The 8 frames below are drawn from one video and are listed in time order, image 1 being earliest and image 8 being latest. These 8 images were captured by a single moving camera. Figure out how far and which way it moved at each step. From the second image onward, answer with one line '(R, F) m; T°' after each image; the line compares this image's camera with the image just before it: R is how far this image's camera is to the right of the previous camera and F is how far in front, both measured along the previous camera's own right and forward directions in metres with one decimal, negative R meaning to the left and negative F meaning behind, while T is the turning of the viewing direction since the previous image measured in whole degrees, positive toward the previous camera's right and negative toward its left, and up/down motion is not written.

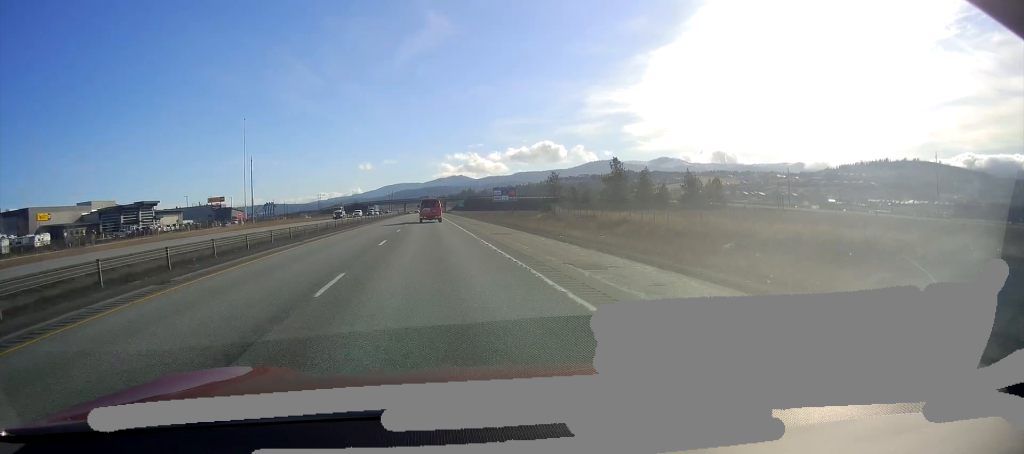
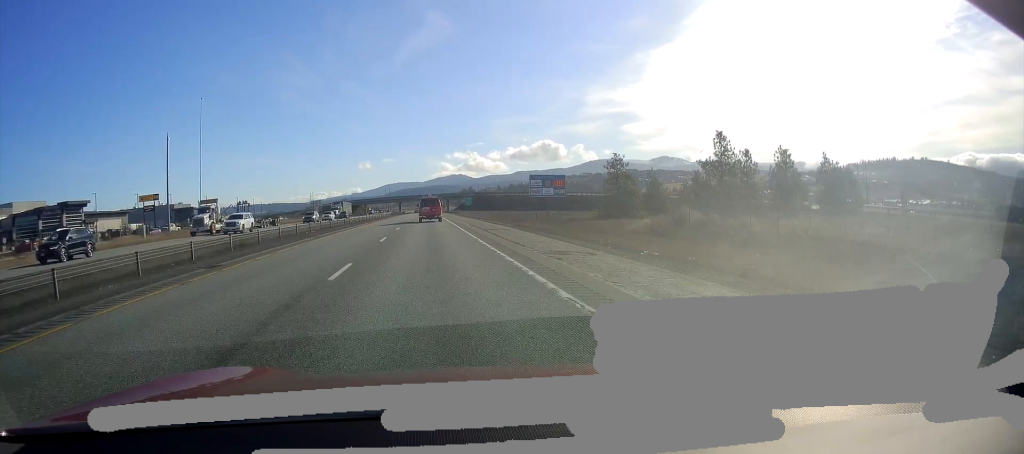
(-1.2, +46.9) m; -2°
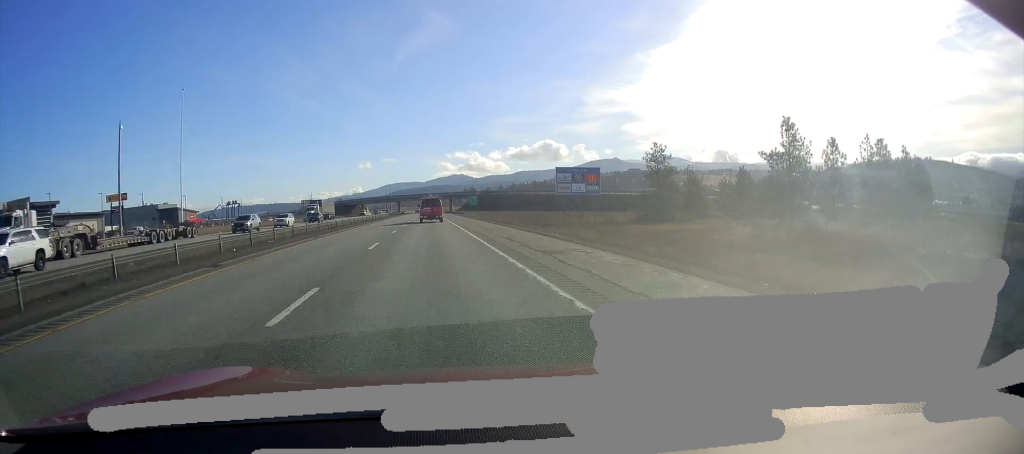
(-0.3, +15.6) m; 0°
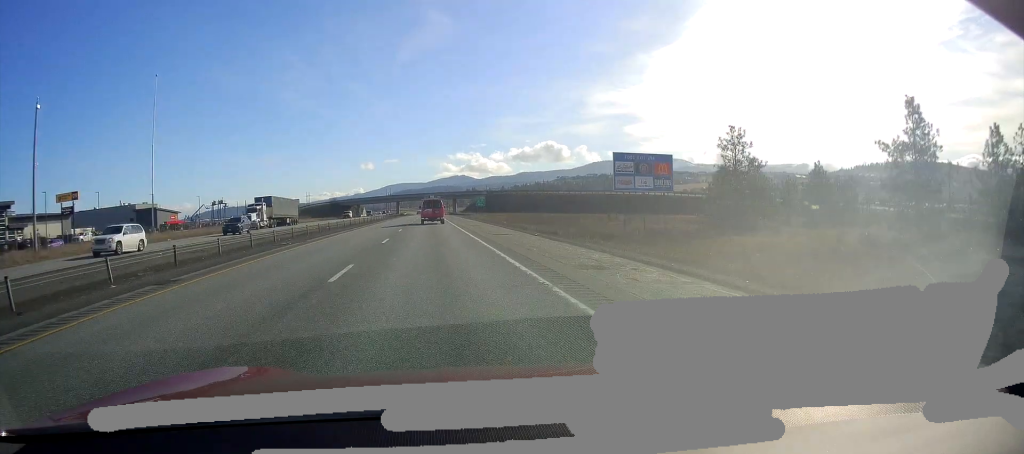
(+0.4, +20.4) m; +1°
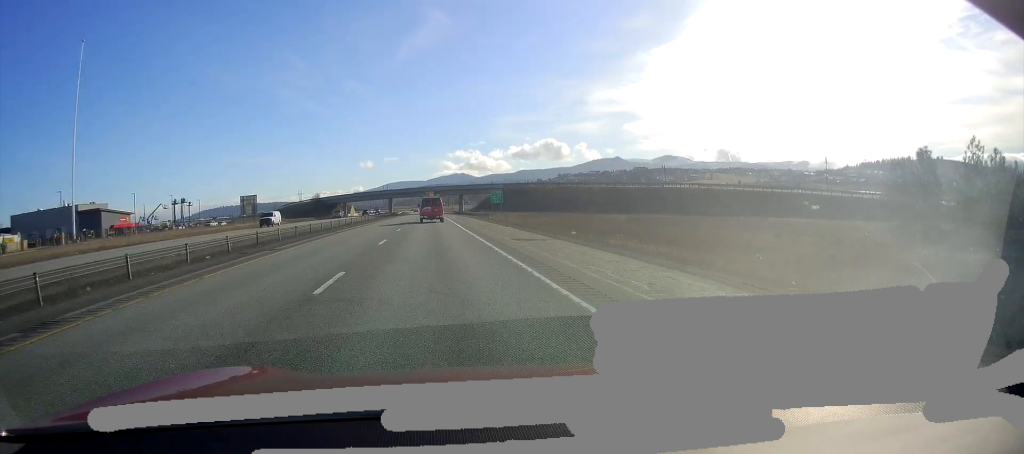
(+0.2, +38.2) m; 0°
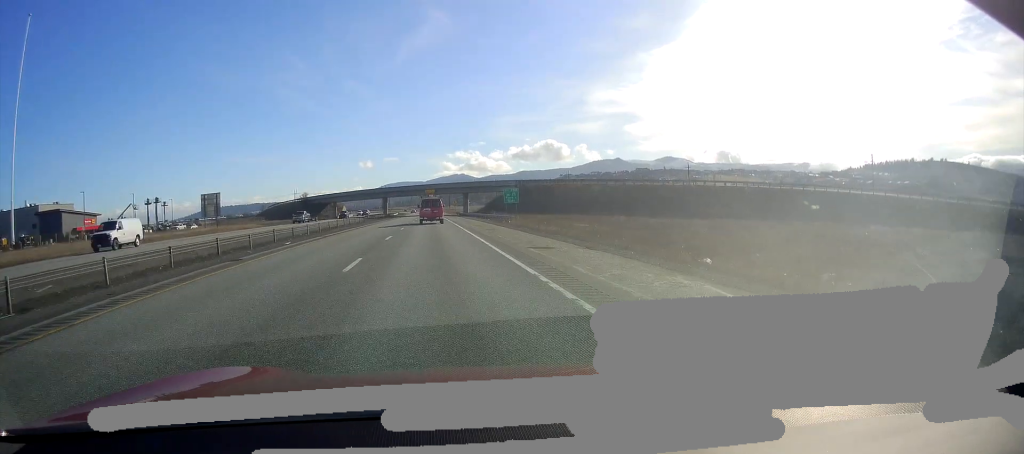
(0.0, +21.5) m; 0°
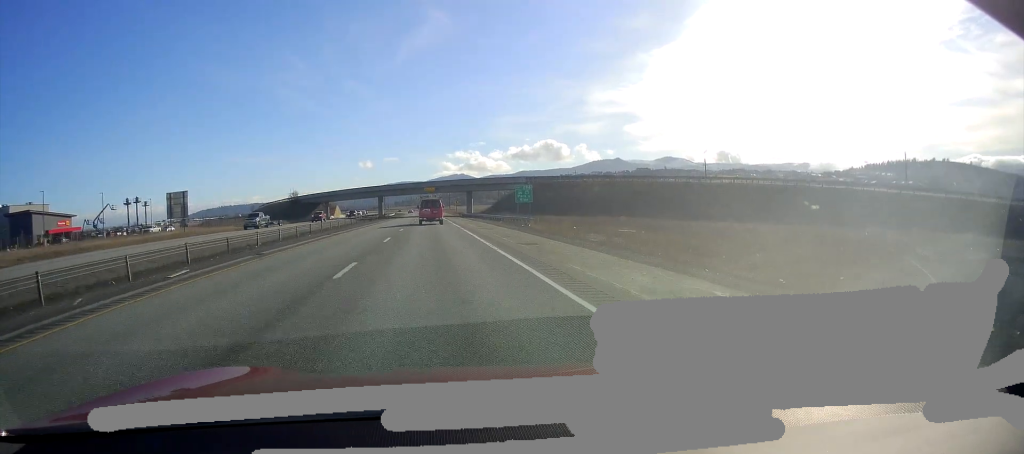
(0.0, +13.1) m; 0°
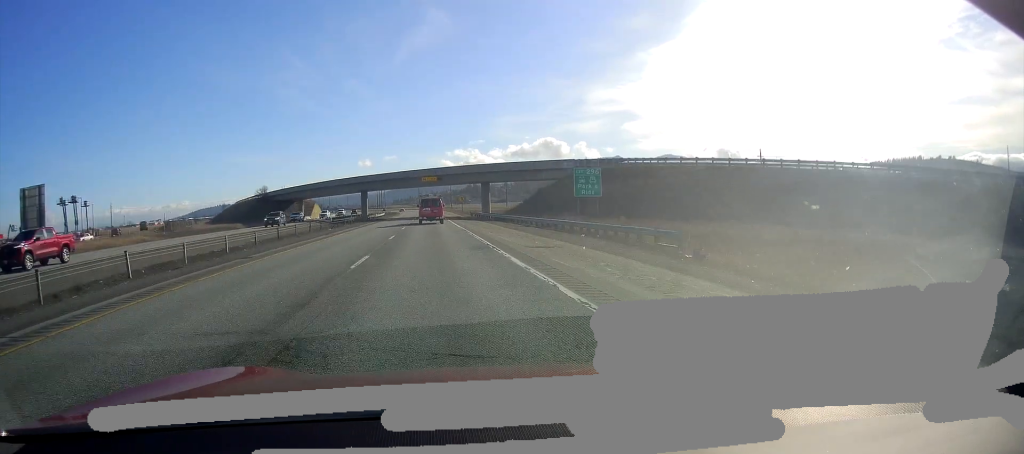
(+0.3, +34.6) m; +1°
